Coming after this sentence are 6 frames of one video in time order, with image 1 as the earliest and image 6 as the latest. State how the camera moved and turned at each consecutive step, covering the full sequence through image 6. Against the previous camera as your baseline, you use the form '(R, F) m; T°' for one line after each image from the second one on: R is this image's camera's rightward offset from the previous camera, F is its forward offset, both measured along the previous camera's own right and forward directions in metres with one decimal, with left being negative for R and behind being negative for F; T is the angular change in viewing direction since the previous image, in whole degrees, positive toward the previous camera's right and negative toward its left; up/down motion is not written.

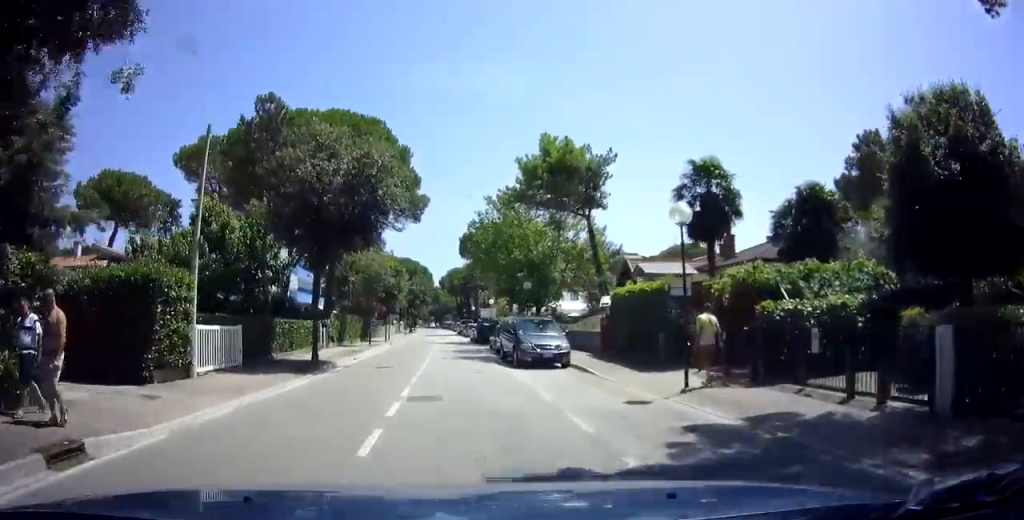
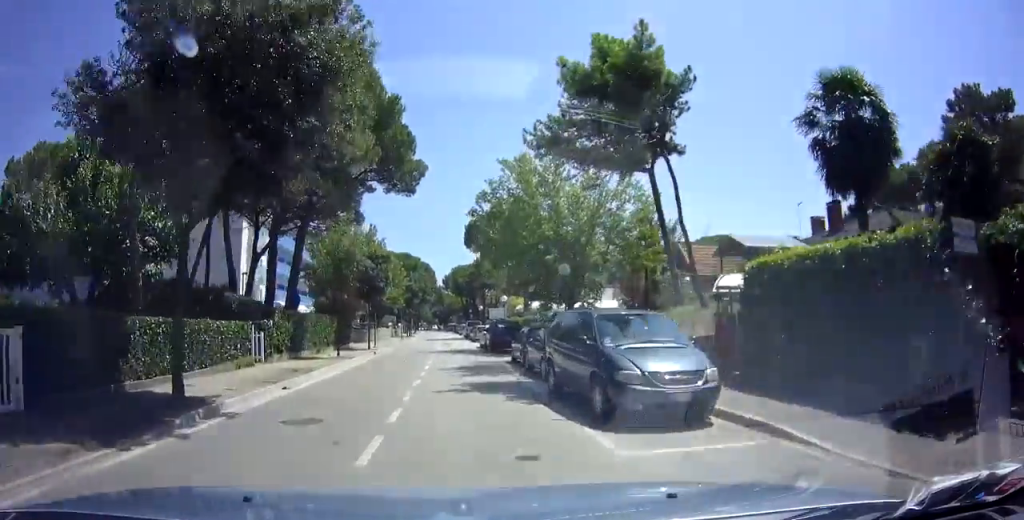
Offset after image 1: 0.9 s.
(-0.1, +10.3) m; +1°
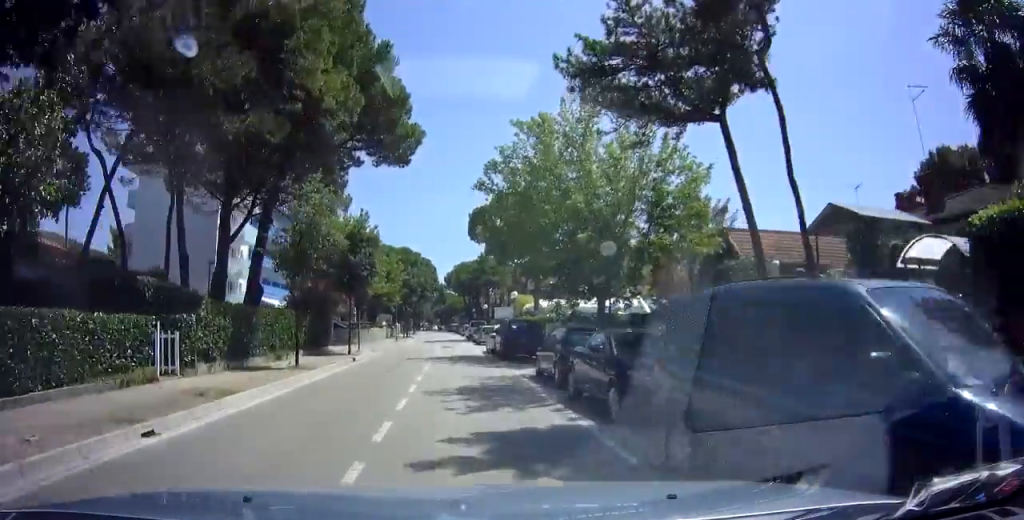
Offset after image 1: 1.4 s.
(-0.1, +6.4) m; +2°
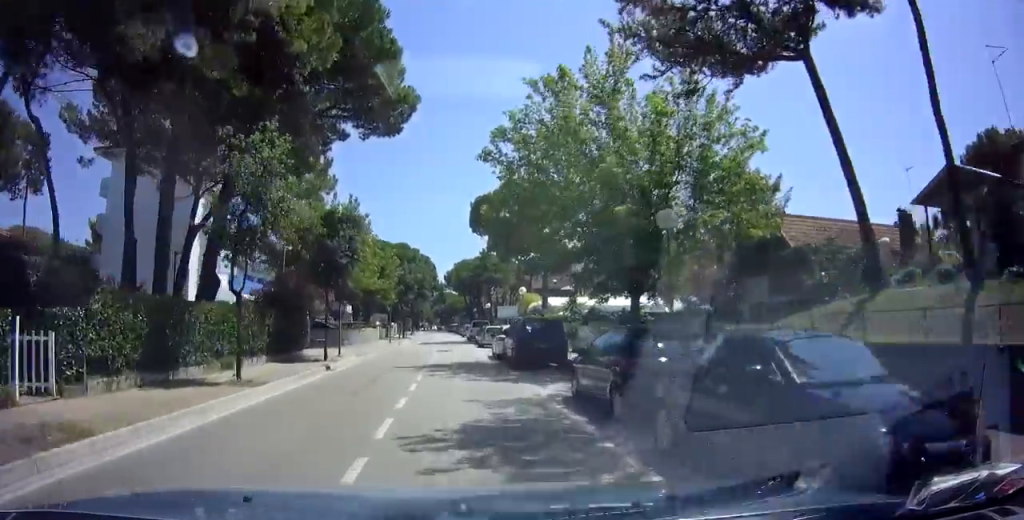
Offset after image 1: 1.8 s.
(0.0, +4.8) m; +1°
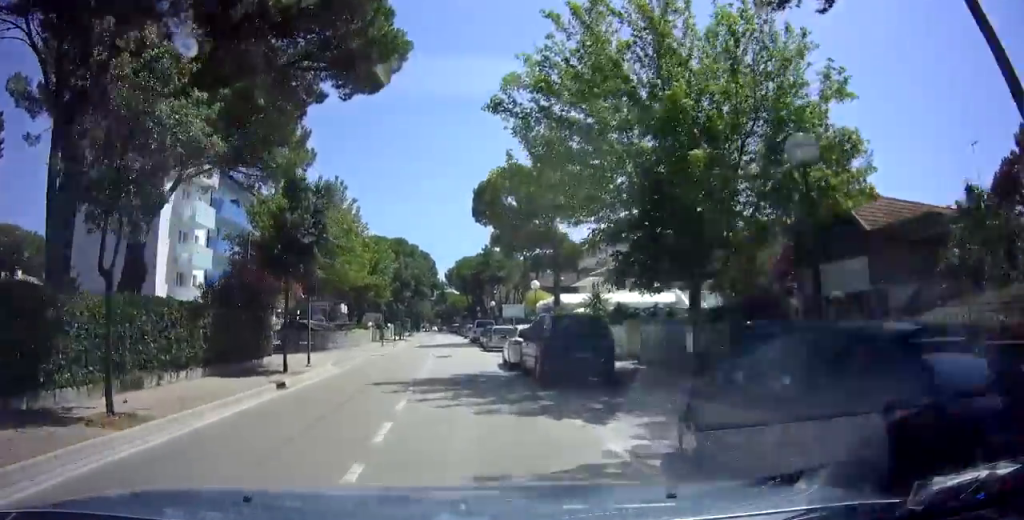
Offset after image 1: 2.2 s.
(+0.3, +5.2) m; 0°
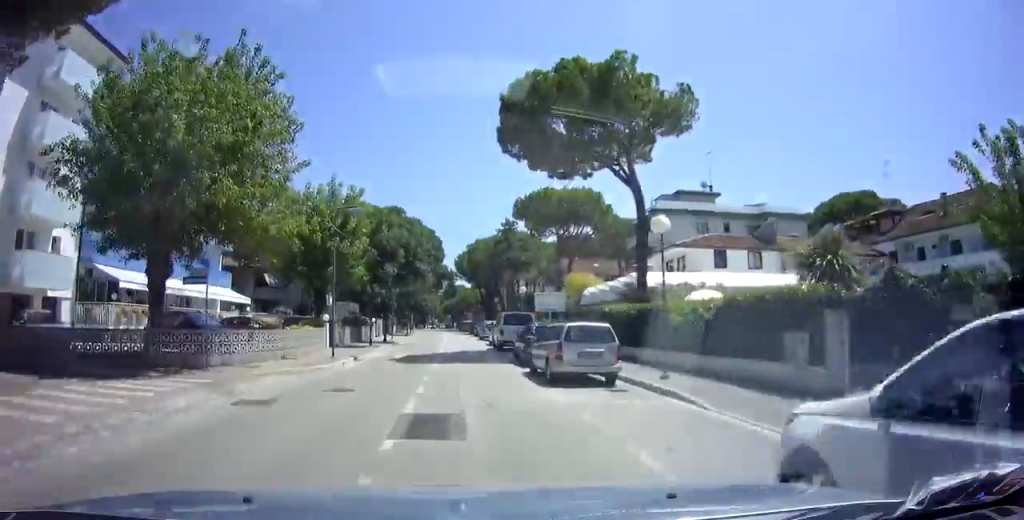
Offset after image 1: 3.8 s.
(-0.6, +18.2) m; -2°
